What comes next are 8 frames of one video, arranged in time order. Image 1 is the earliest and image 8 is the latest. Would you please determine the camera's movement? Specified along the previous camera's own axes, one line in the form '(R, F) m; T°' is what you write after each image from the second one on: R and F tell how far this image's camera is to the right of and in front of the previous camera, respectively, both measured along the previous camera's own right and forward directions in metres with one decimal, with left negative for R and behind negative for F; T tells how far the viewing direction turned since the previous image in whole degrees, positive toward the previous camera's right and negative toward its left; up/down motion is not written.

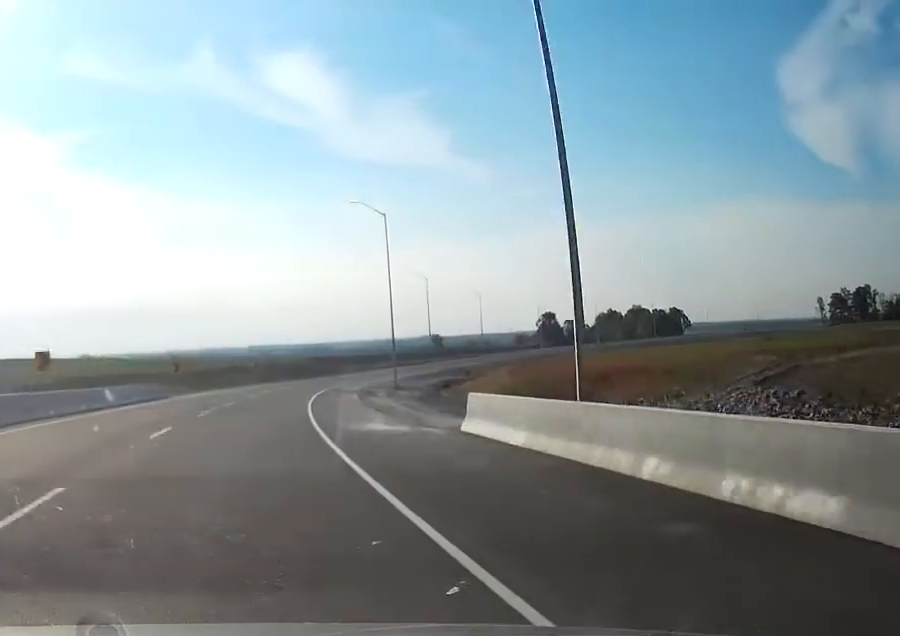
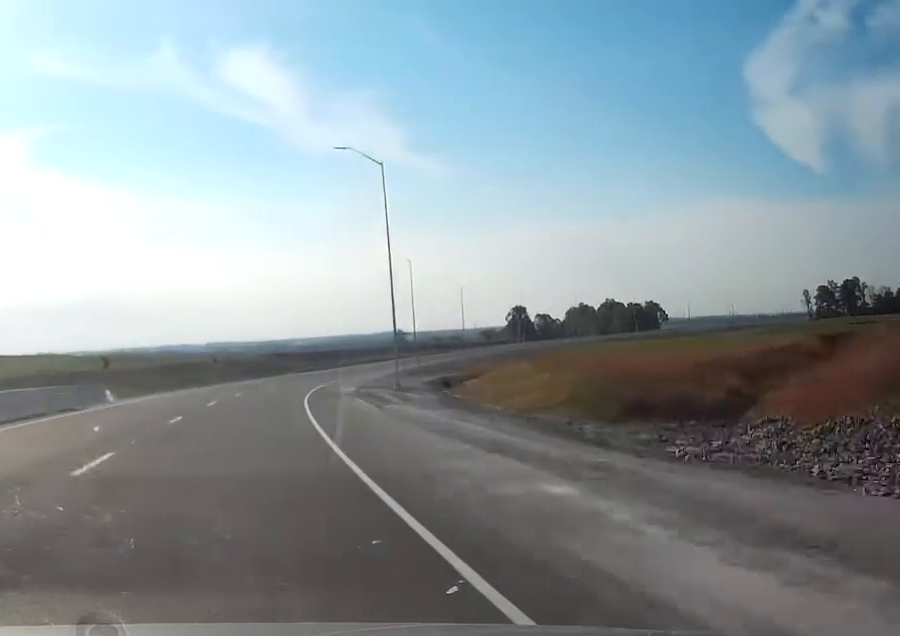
(+0.5, +19.5) m; +3°
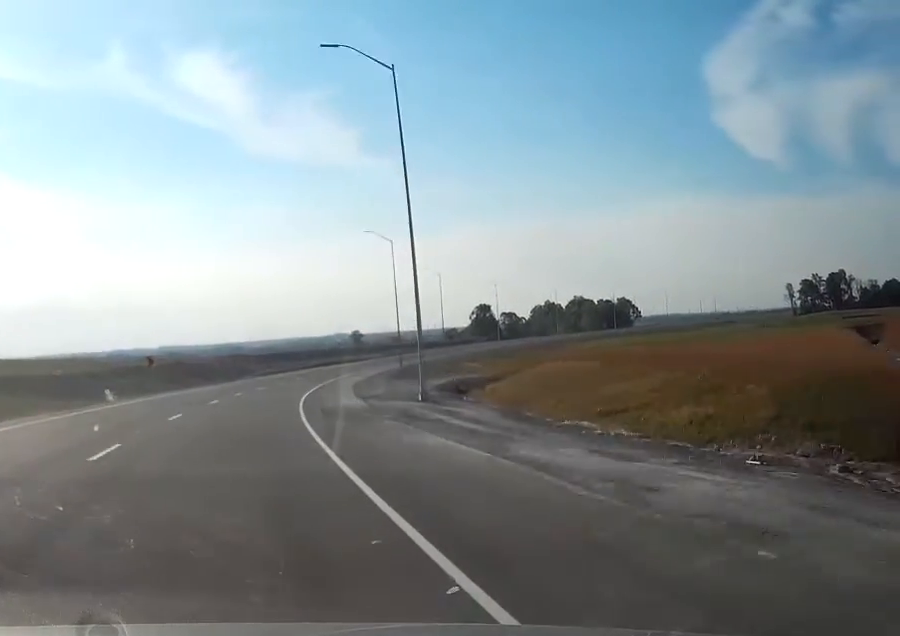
(+0.5, +21.4) m; +3°
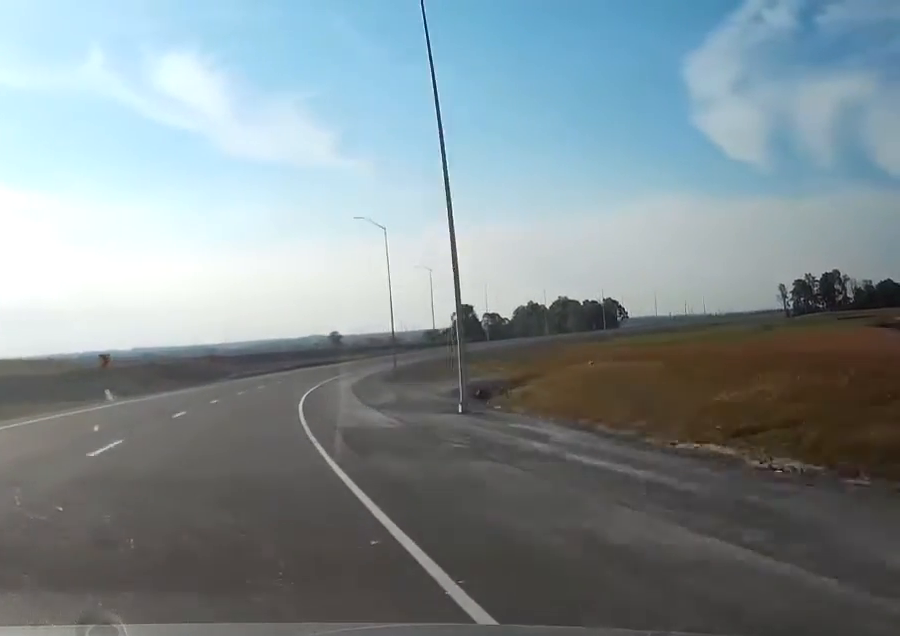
(+0.2, +11.2) m; +1°
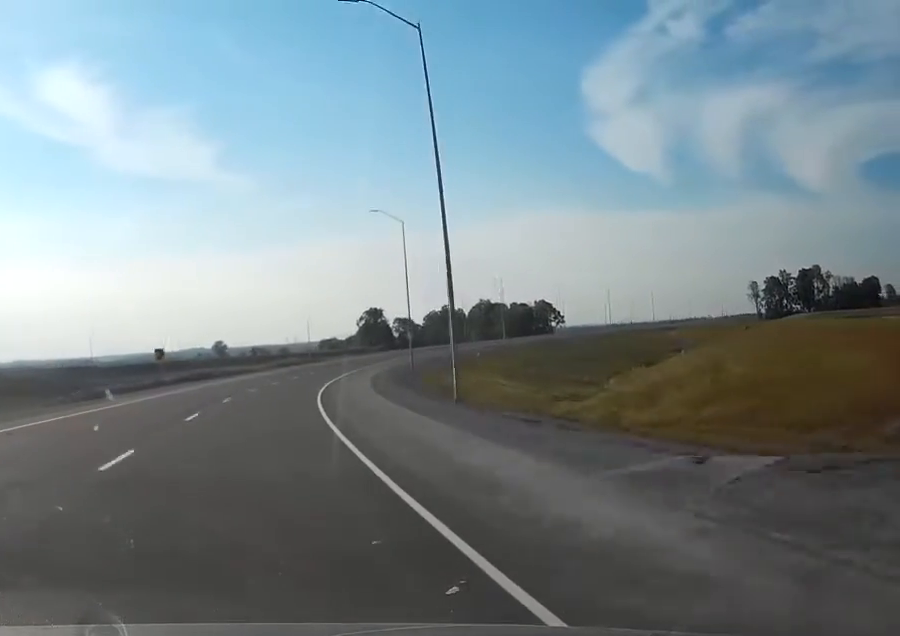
(+4.1, +61.0) m; +8°
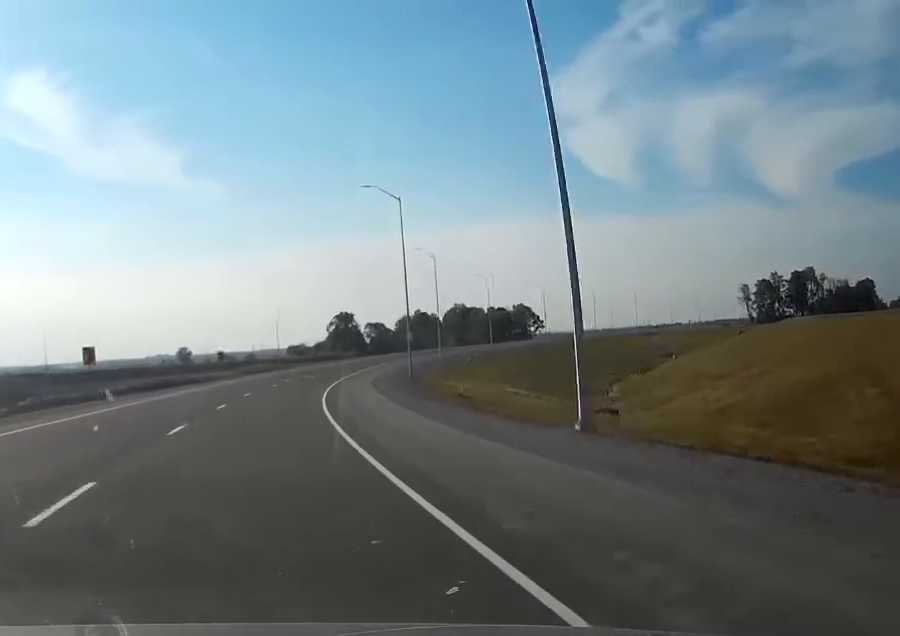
(+0.3, +16.2) m; +2°
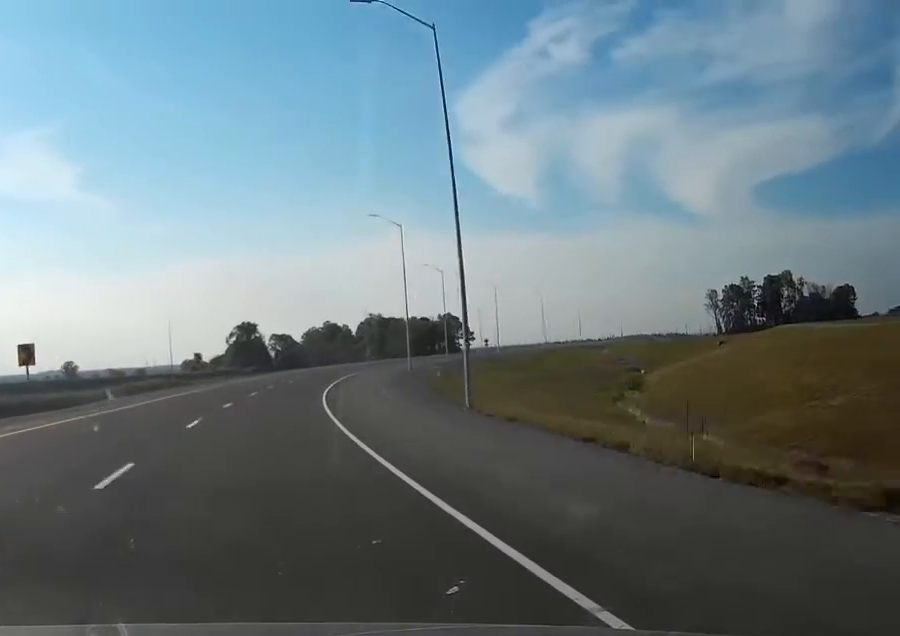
(+2.4, +43.9) m; +6°
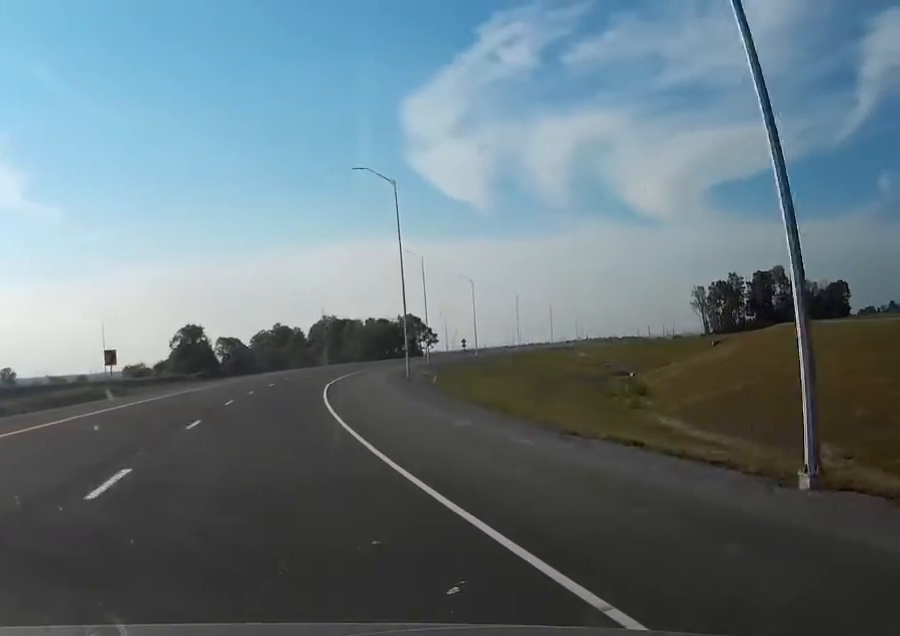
(+0.7, +24.2) m; +3°
